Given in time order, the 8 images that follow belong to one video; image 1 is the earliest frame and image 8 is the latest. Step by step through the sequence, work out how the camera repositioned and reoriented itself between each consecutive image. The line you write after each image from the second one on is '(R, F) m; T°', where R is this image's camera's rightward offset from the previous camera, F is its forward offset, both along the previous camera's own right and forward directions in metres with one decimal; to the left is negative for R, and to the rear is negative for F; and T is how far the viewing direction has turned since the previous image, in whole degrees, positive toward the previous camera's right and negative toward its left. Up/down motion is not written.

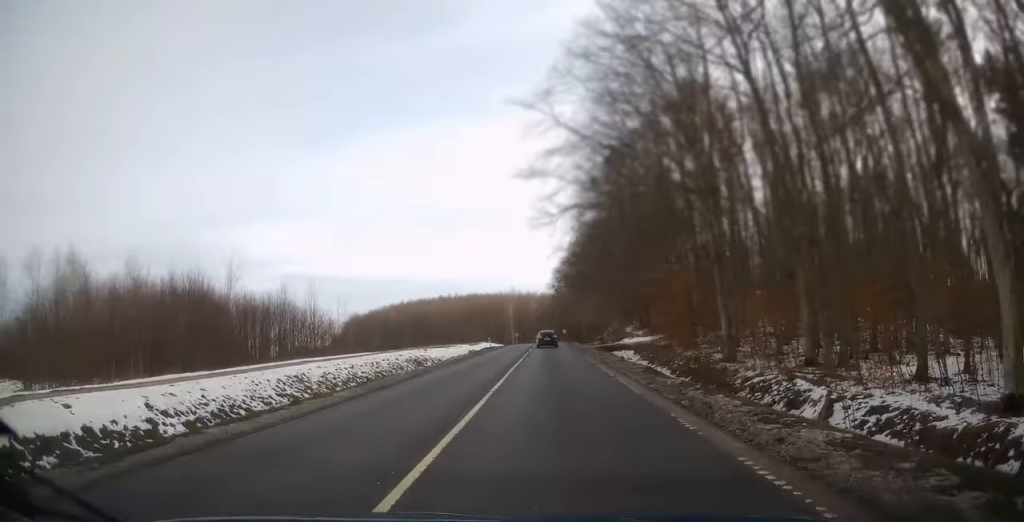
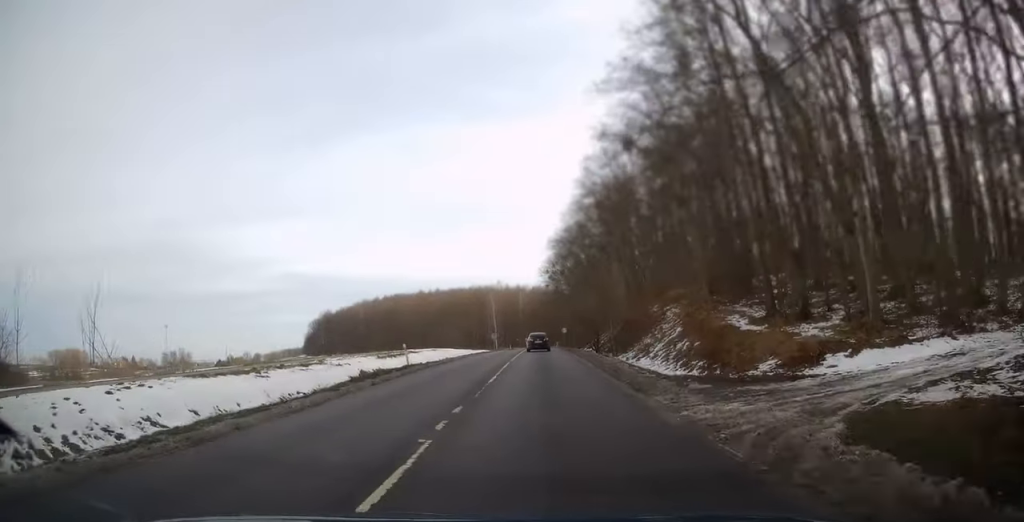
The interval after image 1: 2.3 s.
(-0.1, +40.0) m; 0°
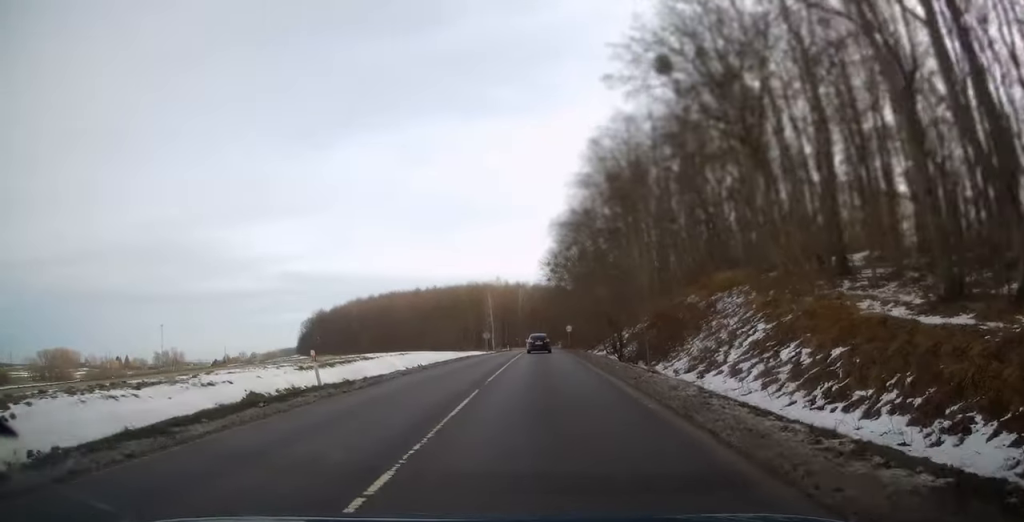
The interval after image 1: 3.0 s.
(0.0, +12.6) m; +1°
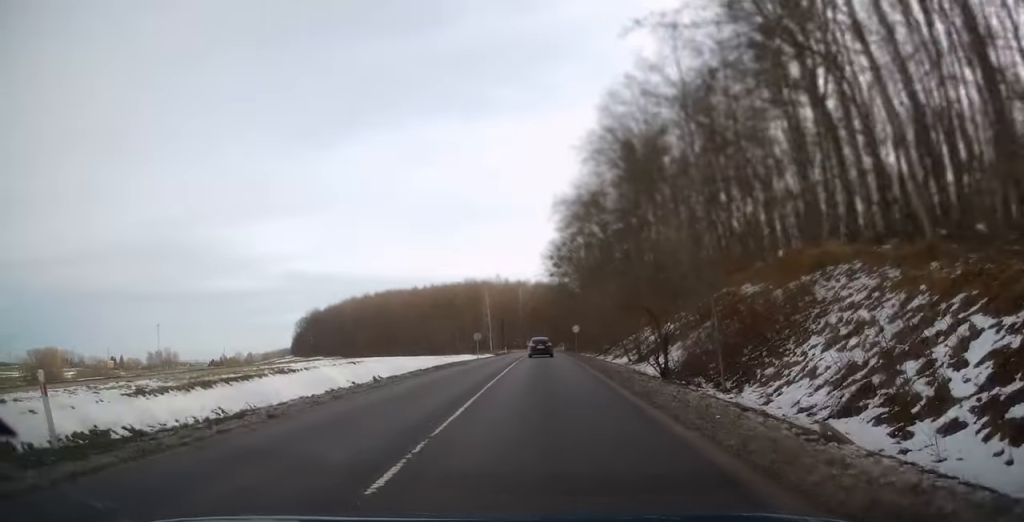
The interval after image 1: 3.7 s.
(+0.2, +11.5) m; +1°
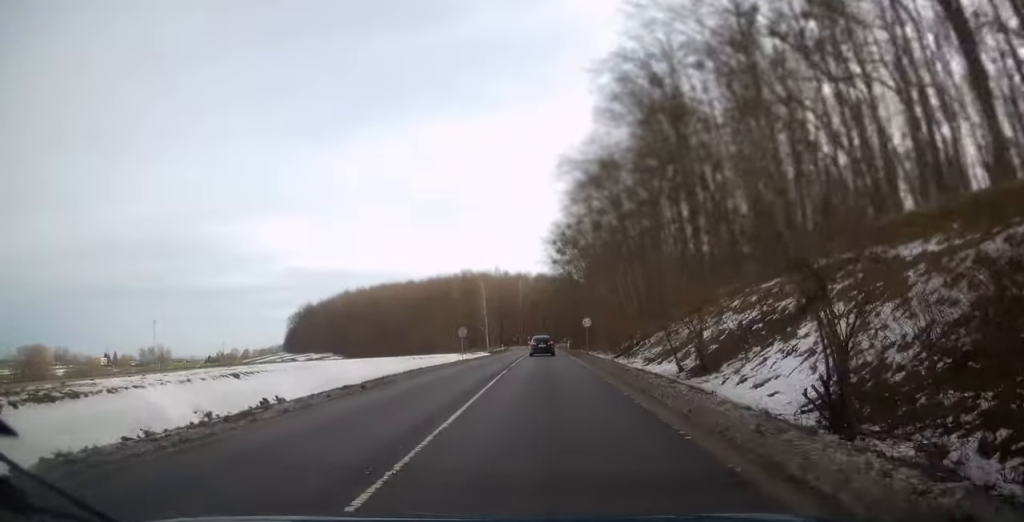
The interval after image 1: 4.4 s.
(0.0, +12.7) m; -1°
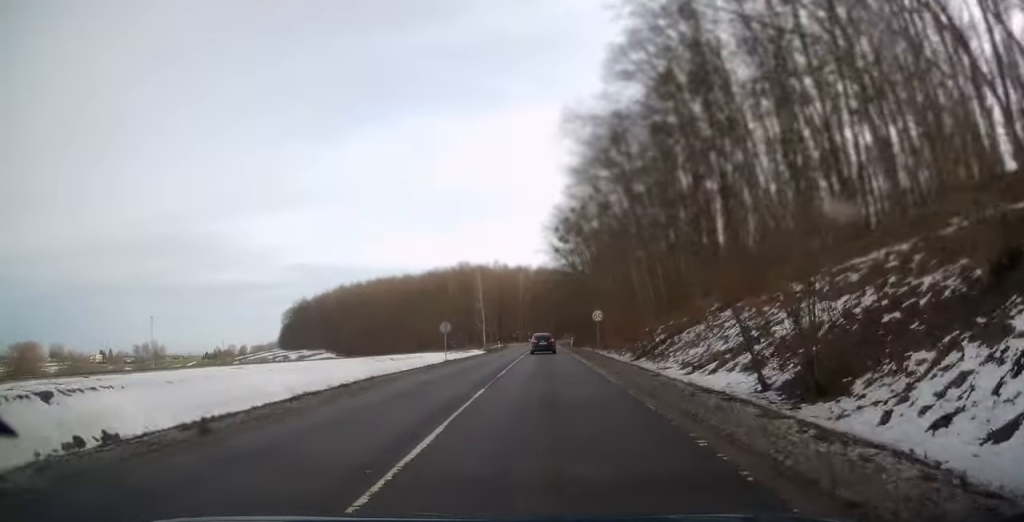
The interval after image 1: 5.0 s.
(-0.1, +8.7) m; 0°
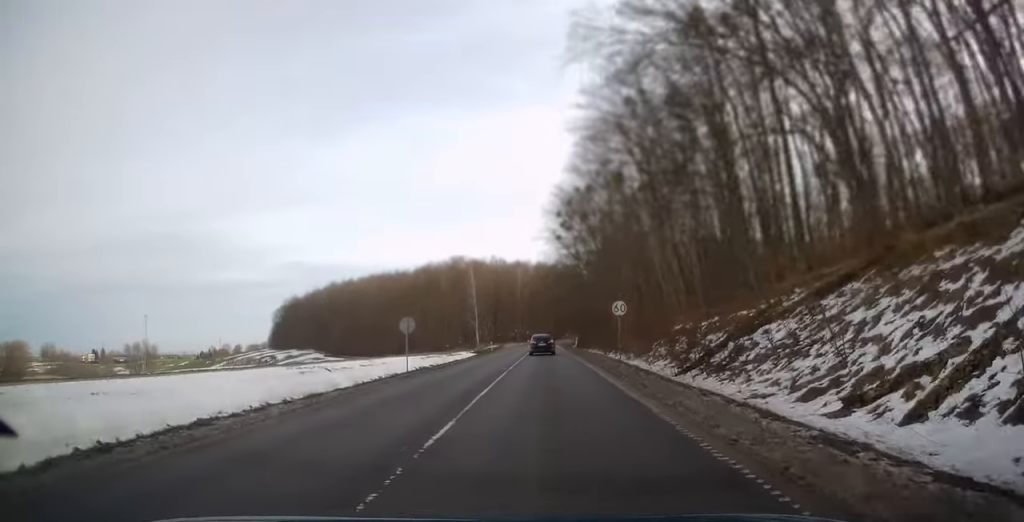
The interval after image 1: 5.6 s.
(-0.3, +11.1) m; 0°
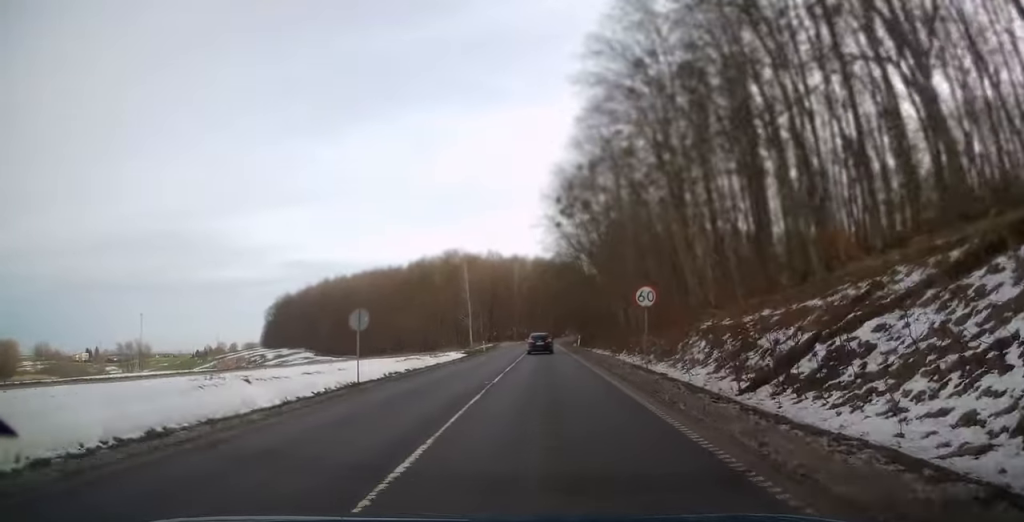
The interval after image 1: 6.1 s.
(+0.2, +7.5) m; 0°
